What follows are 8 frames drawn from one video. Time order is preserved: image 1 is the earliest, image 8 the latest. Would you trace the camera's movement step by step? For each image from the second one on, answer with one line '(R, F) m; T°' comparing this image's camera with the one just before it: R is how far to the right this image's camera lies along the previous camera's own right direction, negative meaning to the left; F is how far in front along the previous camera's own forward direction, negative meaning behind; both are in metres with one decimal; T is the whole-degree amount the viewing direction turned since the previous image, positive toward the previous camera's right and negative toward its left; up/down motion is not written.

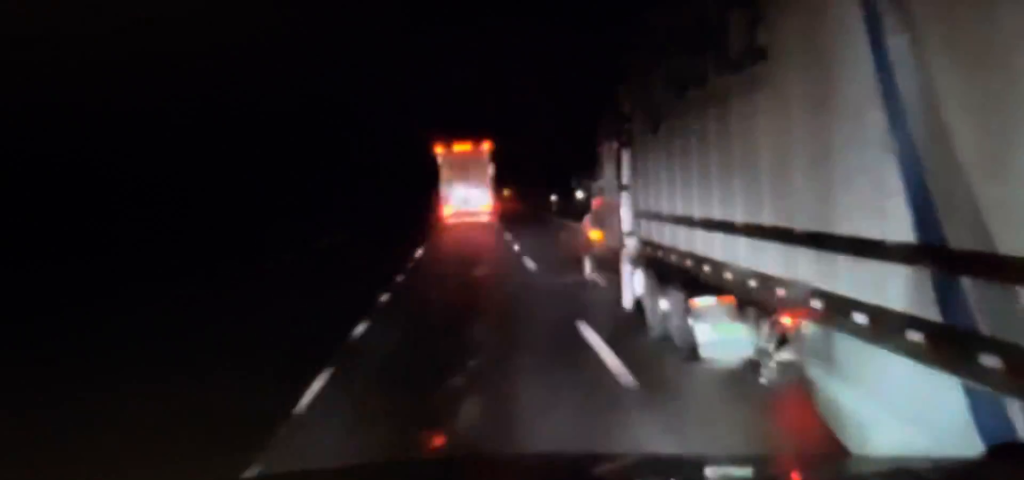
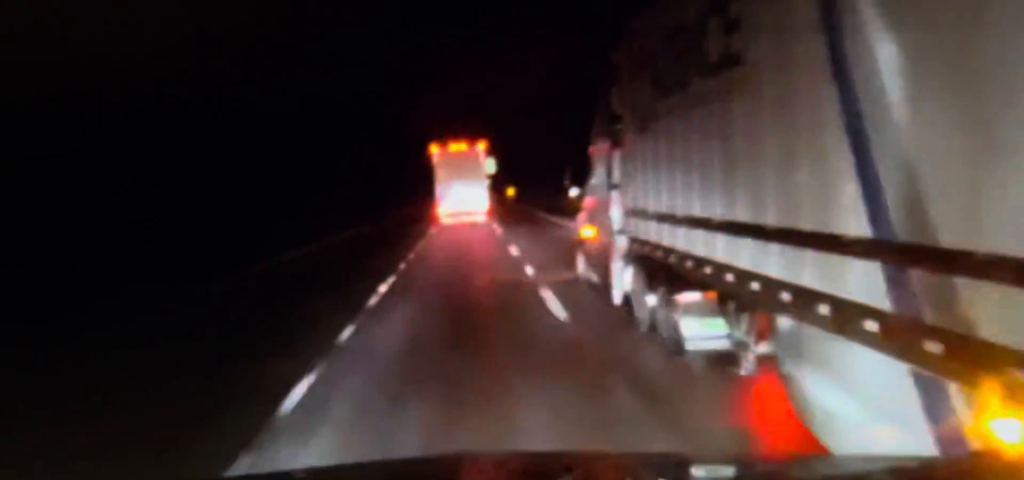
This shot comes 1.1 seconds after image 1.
(0.0, +32.3) m; 0°
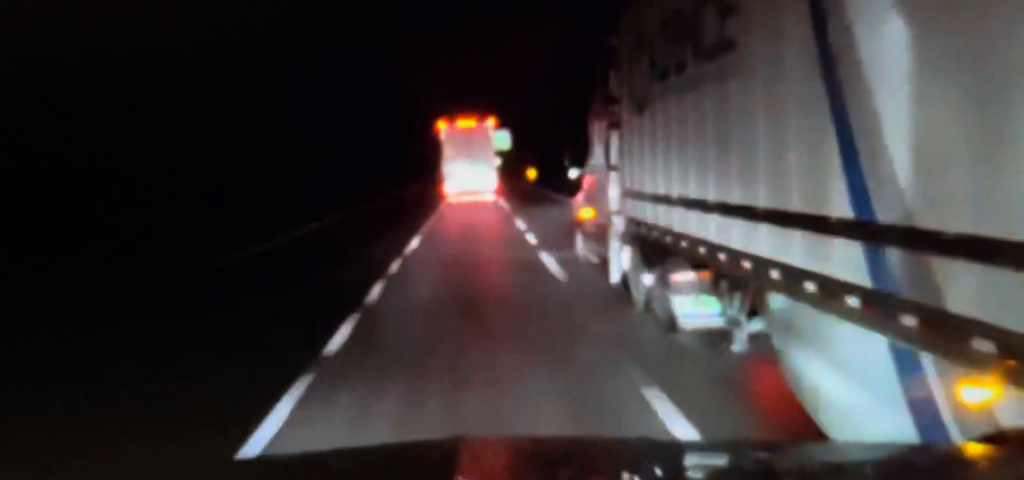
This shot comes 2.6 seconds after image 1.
(-0.1, +46.7) m; -1°
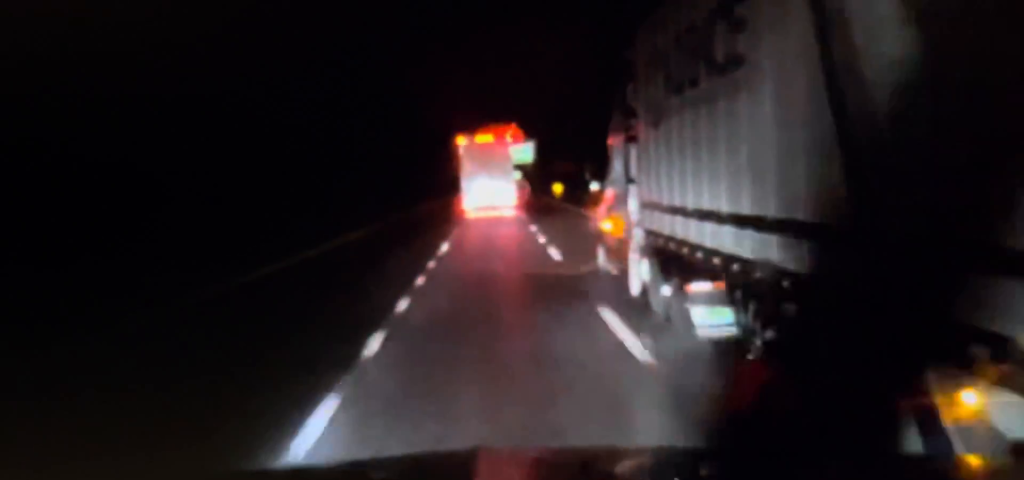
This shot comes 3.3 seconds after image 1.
(-0.1, +18.9) m; 0°
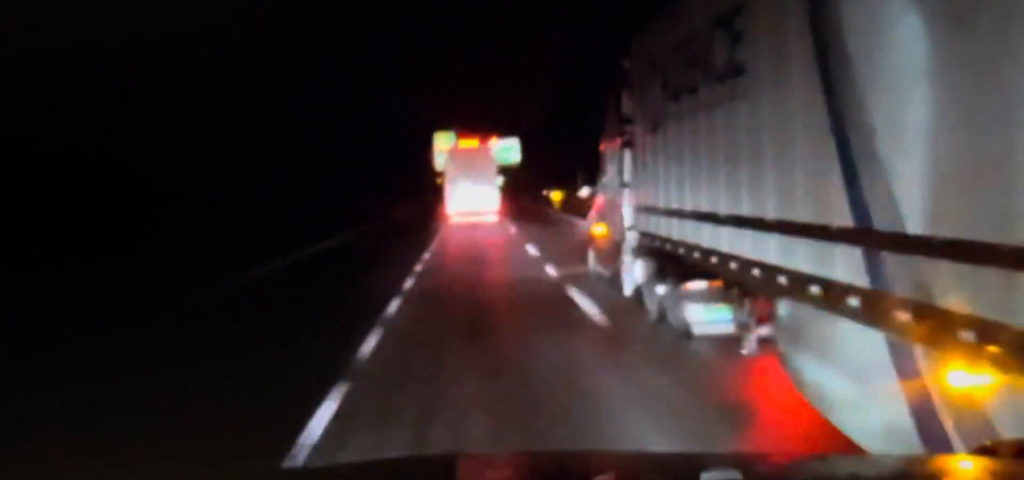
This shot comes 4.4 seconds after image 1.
(0.0, +32.5) m; +1°
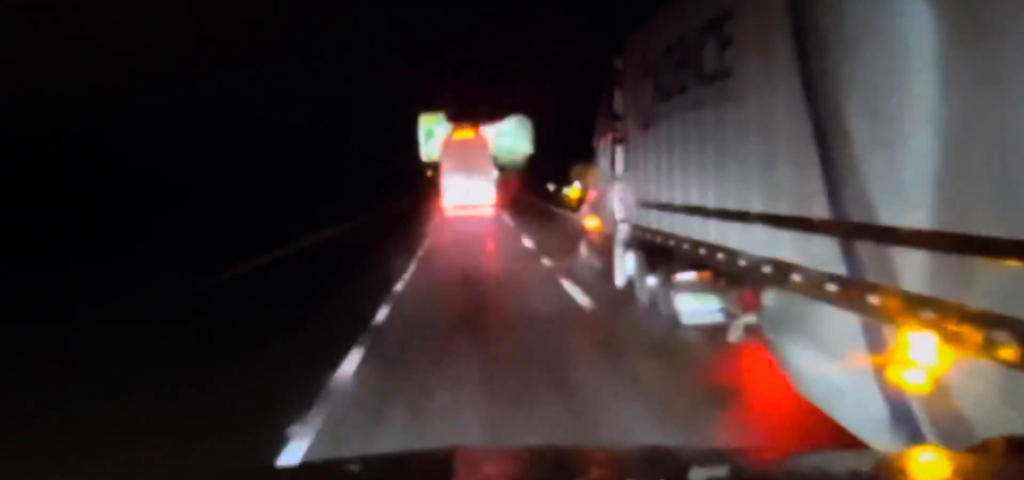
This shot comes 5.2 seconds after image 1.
(+0.3, +23.6) m; +1°
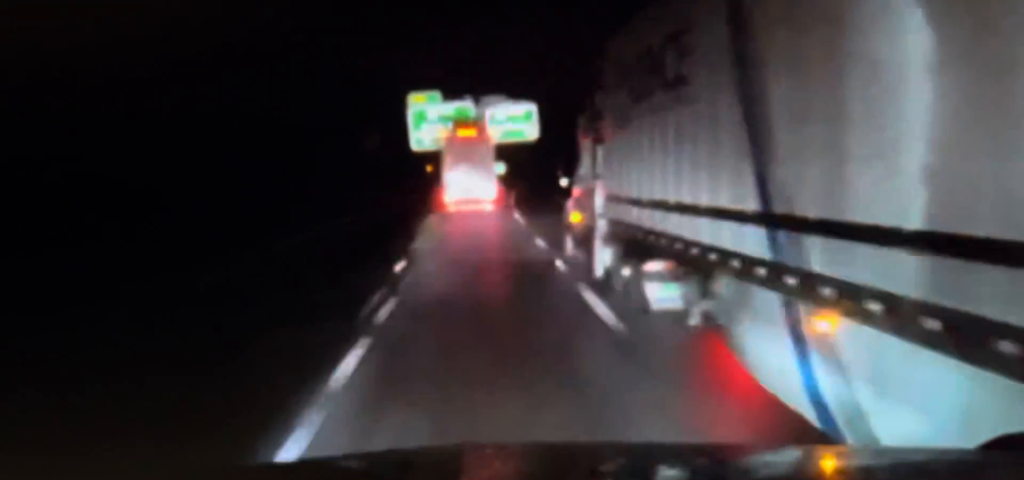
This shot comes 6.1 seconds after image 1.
(+0.1, +26.3) m; +1°
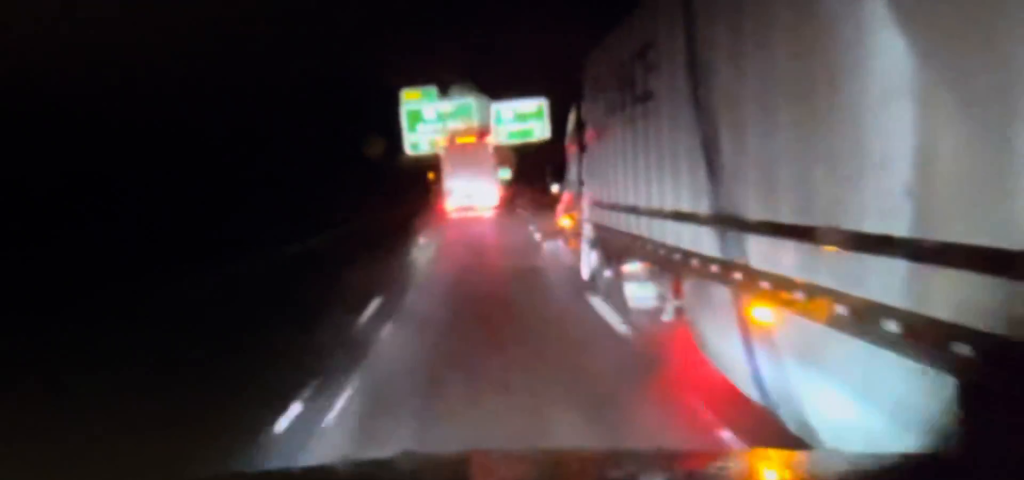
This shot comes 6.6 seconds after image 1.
(0.0, +12.0) m; 0°
